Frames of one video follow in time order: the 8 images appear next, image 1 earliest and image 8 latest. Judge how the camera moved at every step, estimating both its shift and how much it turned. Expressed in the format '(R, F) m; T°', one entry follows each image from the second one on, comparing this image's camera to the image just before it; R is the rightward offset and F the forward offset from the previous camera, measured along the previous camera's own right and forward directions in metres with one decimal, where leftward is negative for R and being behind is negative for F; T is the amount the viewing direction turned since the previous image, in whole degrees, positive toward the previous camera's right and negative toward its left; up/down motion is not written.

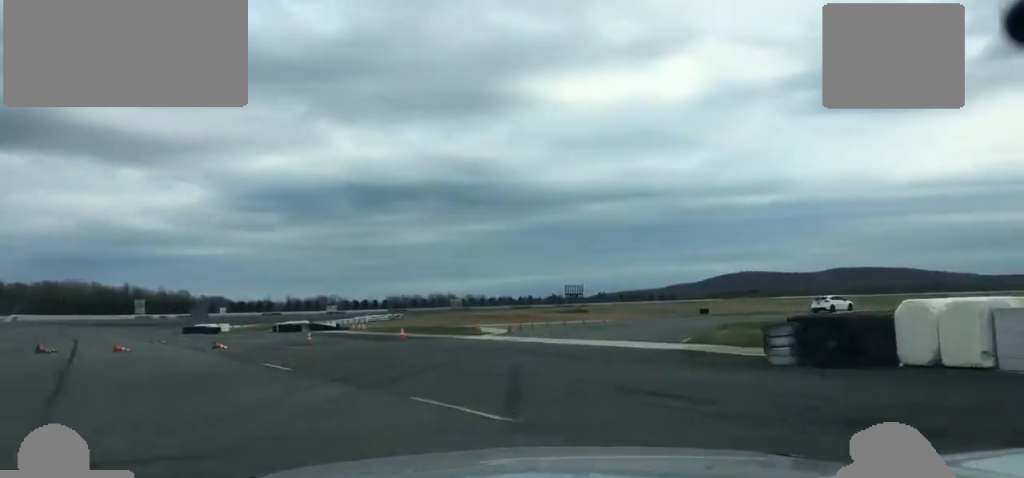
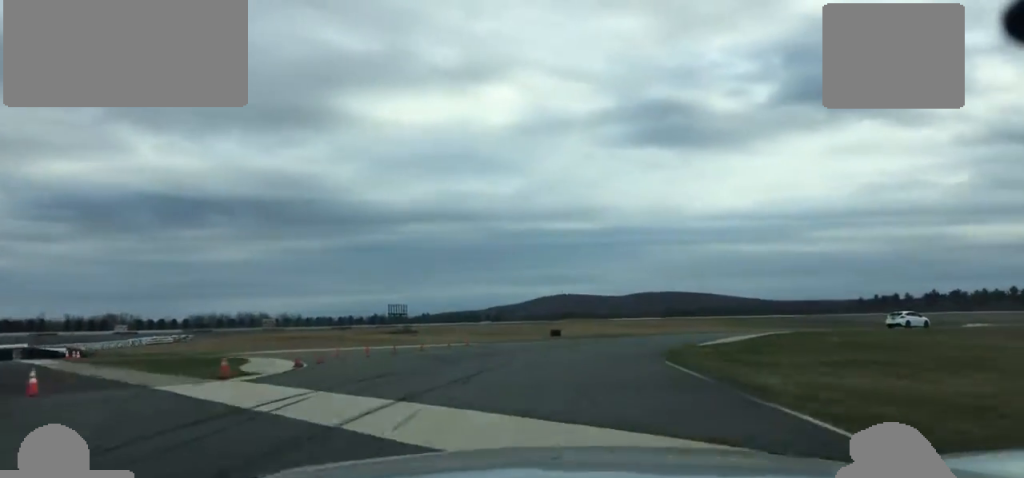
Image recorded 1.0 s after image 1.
(+2.4, +22.0) m; +12°
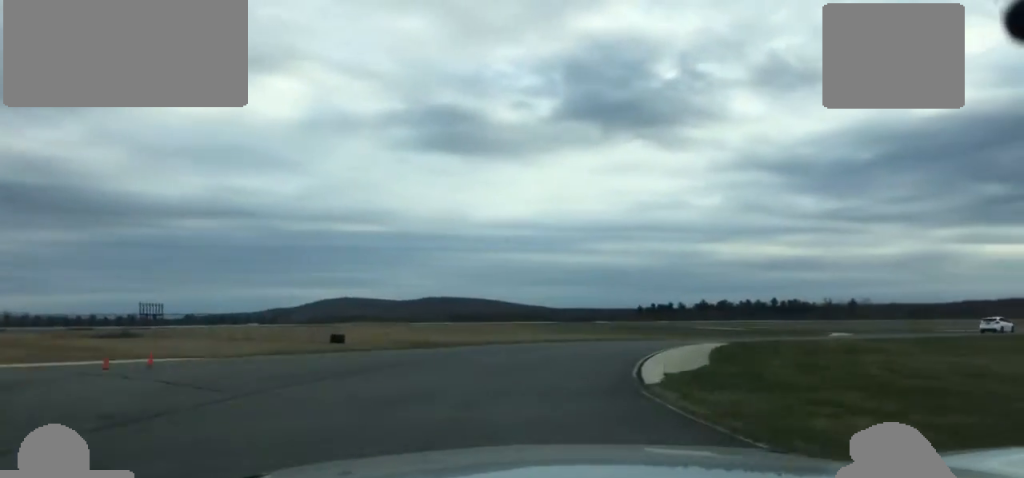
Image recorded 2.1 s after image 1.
(+2.8, +24.8) m; +16°
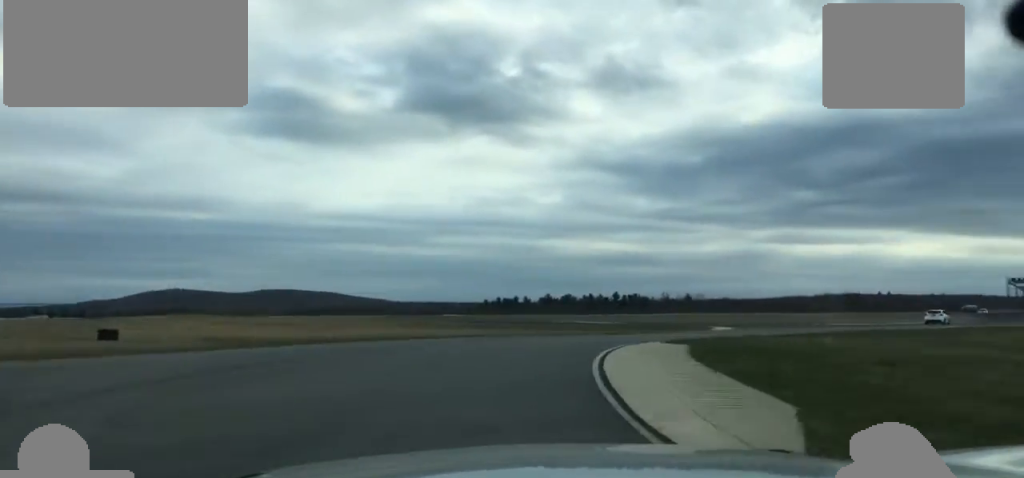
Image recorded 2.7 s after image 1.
(+1.1, +13.7) m; +10°
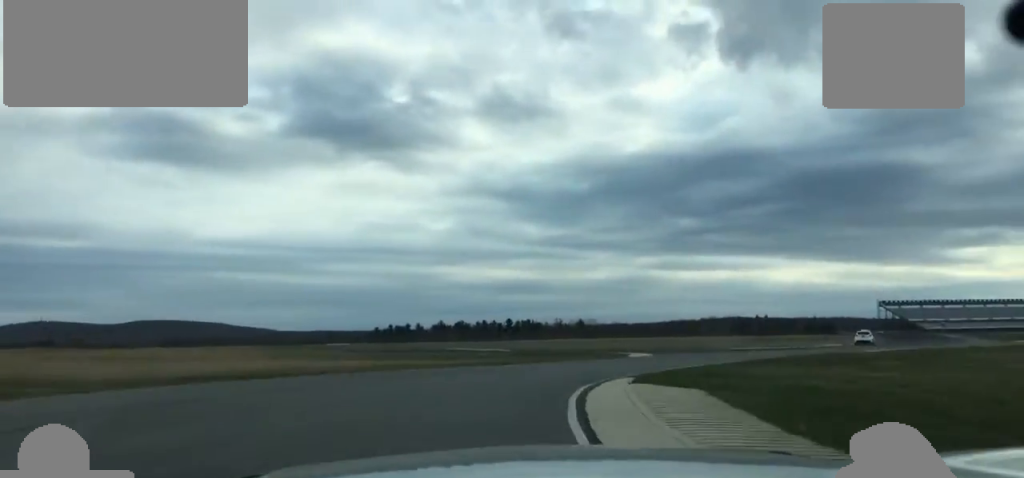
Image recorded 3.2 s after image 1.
(+0.7, +9.5) m; +8°
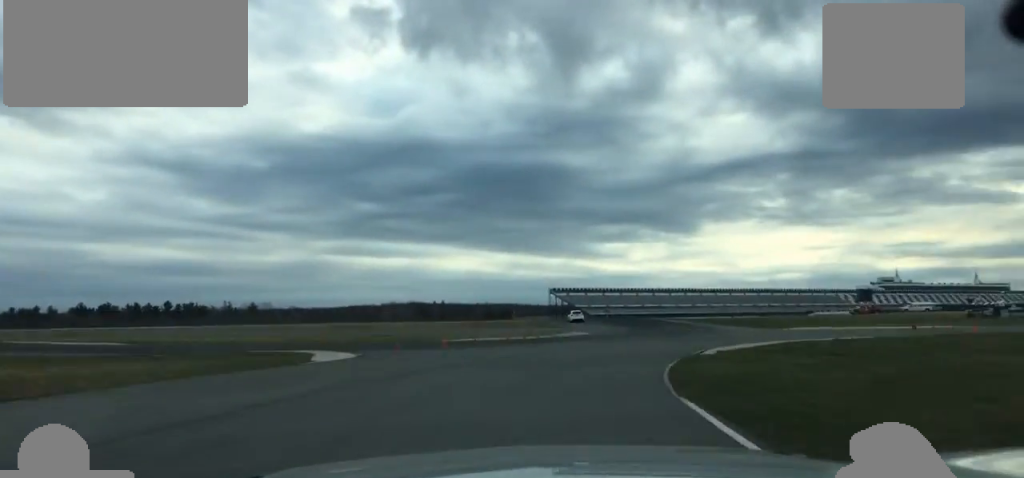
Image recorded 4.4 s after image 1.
(+4.7, +28.7) m; +20°
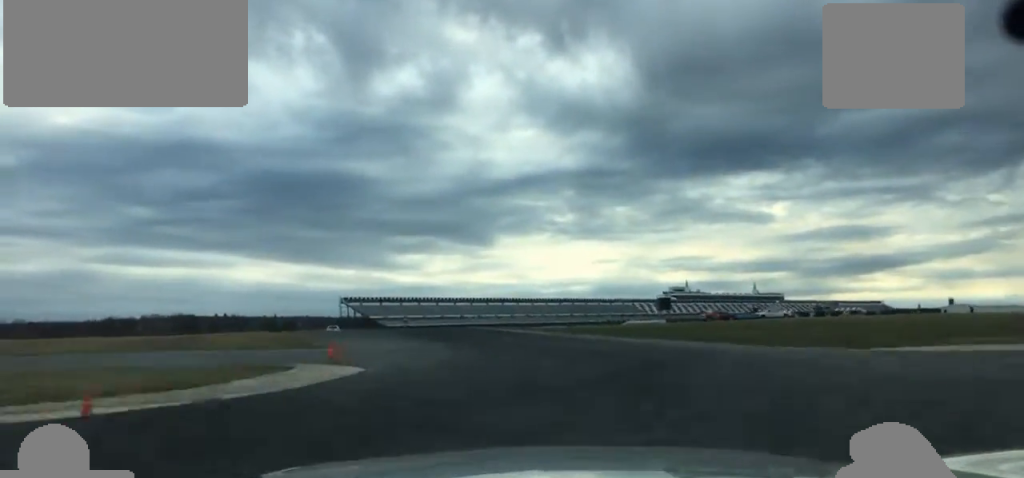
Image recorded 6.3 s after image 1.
(+6.7, +47.2) m; +7°
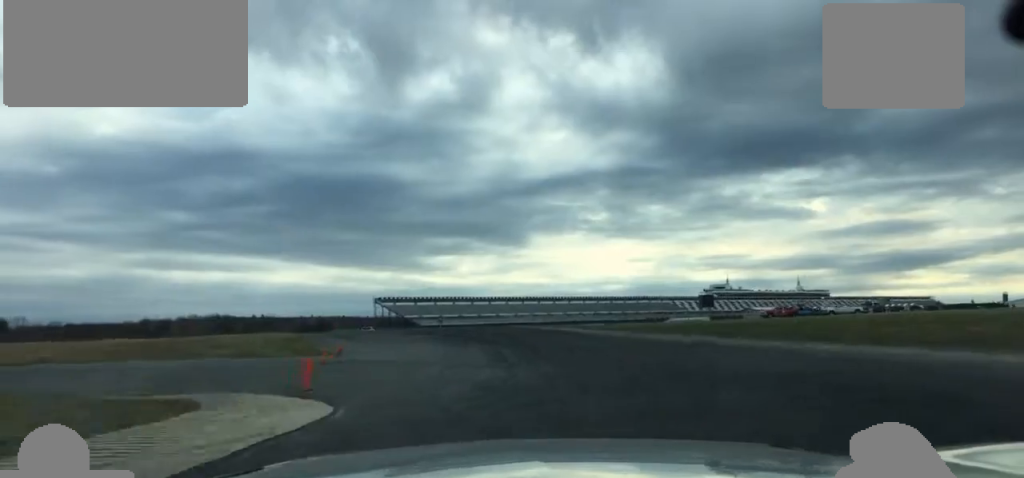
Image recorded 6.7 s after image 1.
(-0.2, +12.1) m; -1°
